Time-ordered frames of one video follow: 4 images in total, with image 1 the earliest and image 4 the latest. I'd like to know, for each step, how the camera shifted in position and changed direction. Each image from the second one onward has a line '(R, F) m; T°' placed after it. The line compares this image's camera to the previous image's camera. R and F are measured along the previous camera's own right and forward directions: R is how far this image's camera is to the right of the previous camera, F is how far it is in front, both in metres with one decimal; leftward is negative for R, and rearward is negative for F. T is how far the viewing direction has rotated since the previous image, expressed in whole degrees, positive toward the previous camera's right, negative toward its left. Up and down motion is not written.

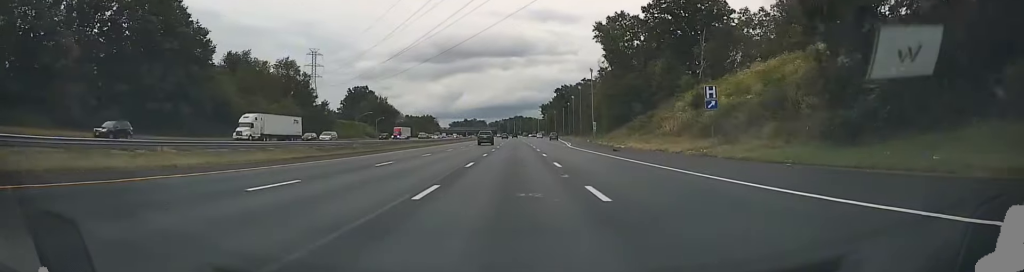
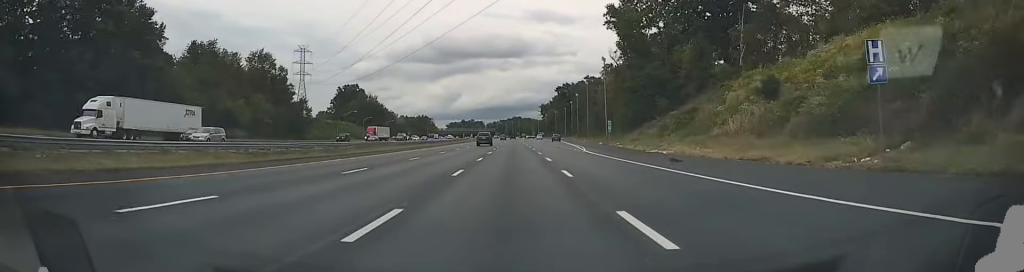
(+0.1, +16.5) m; 0°
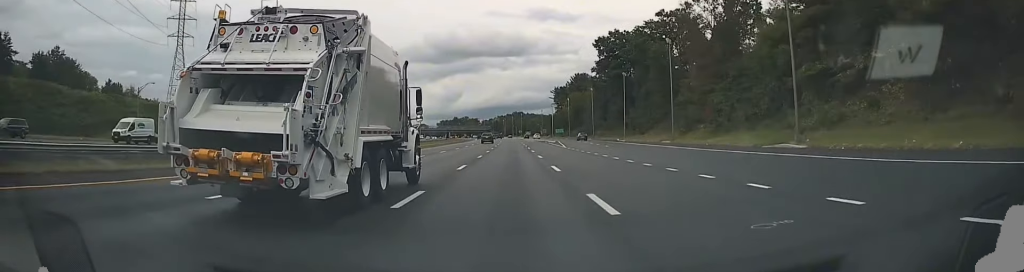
(+0.8, +130.3) m; 0°
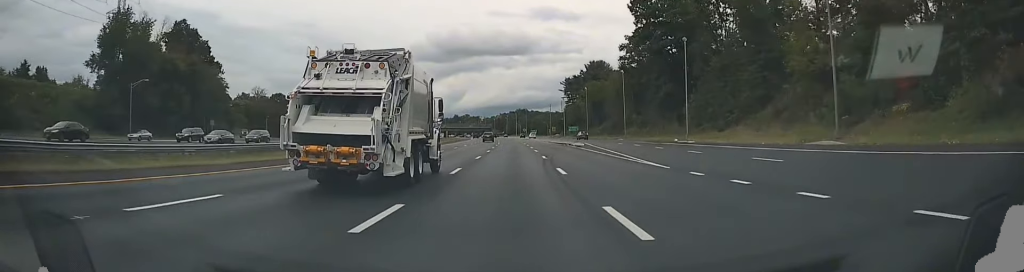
(0.0, +40.0) m; 0°
